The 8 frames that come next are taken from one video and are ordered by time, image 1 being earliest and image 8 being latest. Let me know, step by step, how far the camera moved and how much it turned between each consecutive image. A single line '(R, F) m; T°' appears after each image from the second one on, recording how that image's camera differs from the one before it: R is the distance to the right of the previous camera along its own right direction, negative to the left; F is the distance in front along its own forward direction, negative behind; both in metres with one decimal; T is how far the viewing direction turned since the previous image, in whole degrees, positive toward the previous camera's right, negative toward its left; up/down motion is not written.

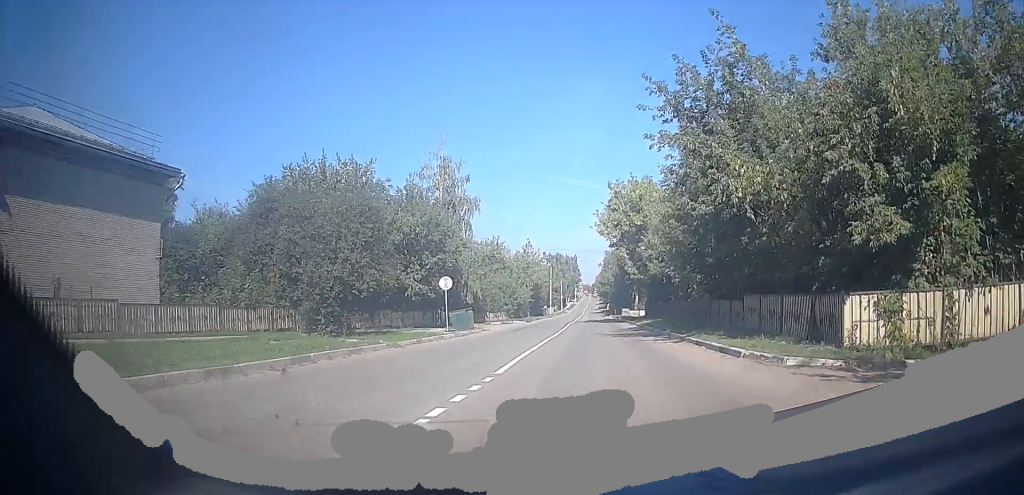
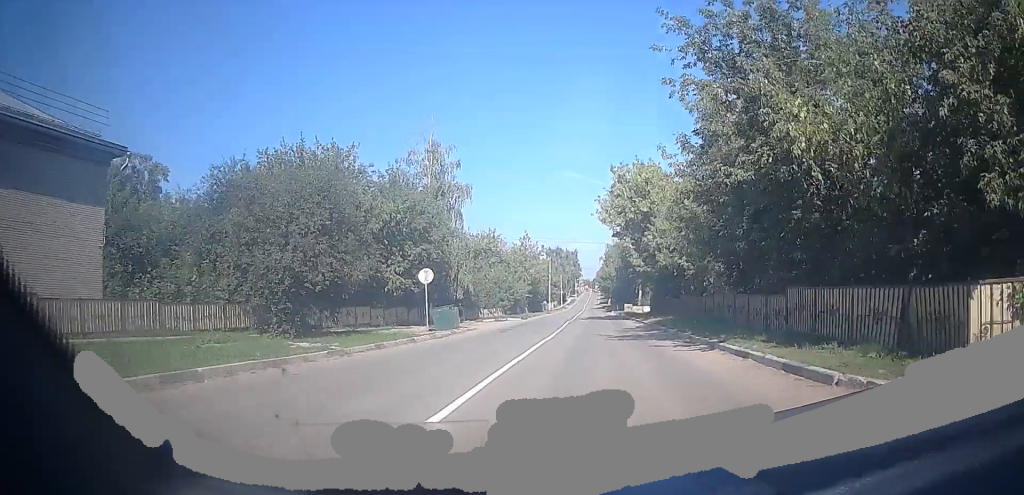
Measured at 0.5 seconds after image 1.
(-0.3, +4.4) m; 0°
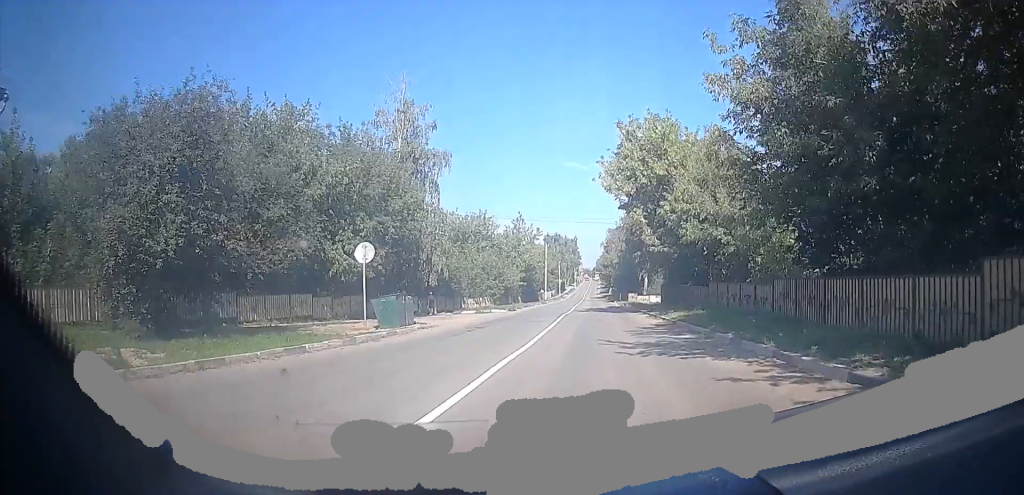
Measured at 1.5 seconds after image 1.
(+0.3, +8.4) m; 0°
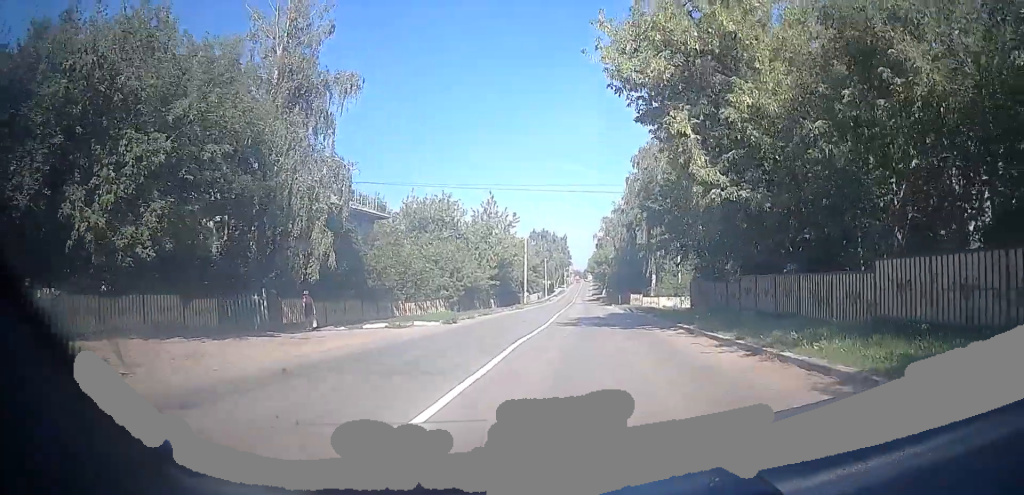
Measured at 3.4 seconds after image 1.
(0.0, +17.0) m; 0°
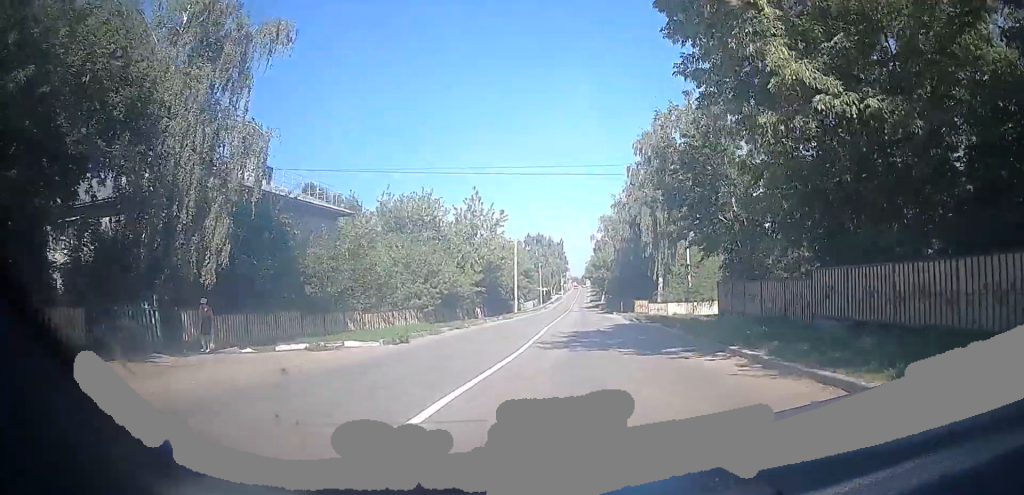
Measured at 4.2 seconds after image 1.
(-0.1, +7.1) m; 0°
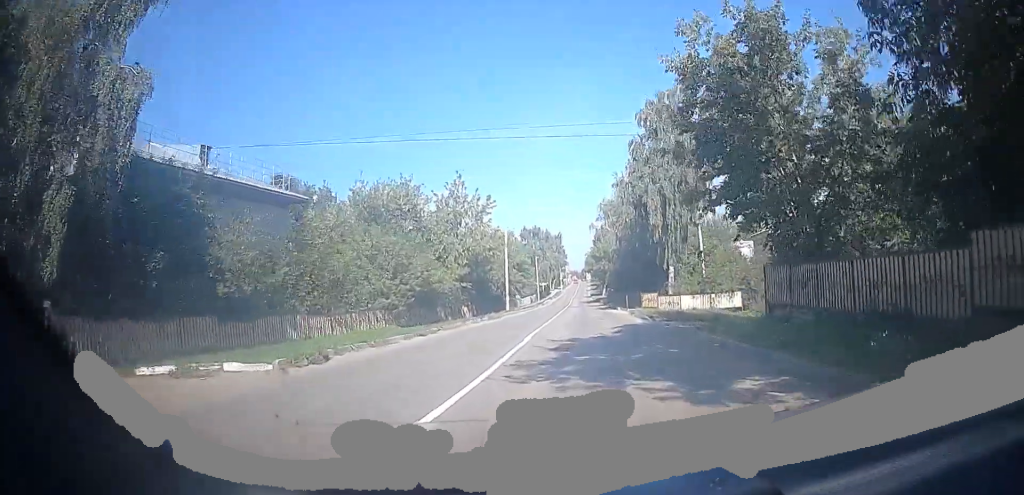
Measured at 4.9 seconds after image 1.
(-0.2, +6.5) m; 0°
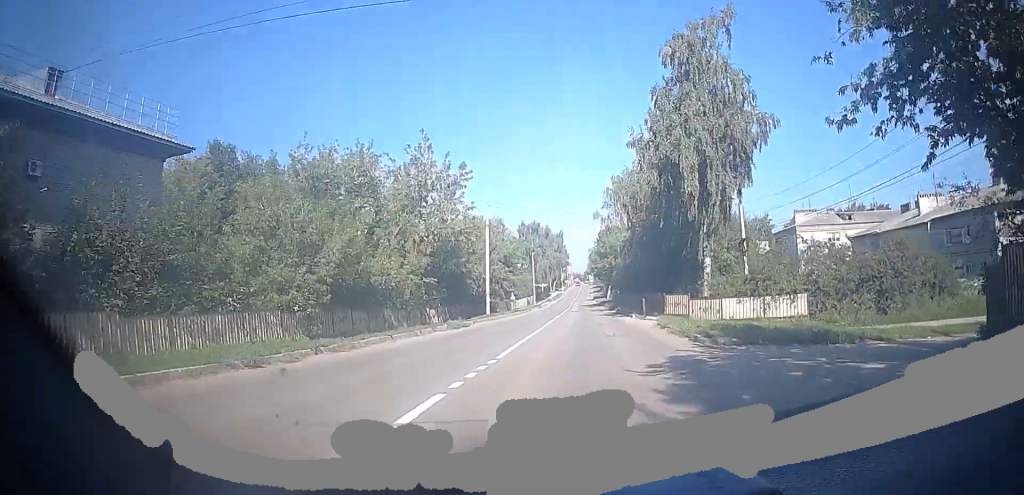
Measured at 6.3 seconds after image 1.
(+0.1, +11.9) m; 0°
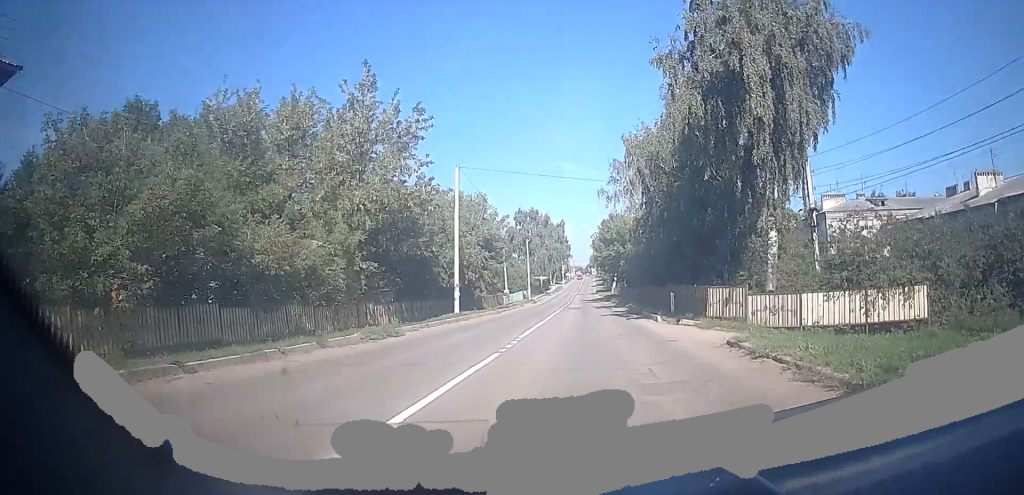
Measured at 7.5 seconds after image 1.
(+0.2, +10.7) m; 0°
